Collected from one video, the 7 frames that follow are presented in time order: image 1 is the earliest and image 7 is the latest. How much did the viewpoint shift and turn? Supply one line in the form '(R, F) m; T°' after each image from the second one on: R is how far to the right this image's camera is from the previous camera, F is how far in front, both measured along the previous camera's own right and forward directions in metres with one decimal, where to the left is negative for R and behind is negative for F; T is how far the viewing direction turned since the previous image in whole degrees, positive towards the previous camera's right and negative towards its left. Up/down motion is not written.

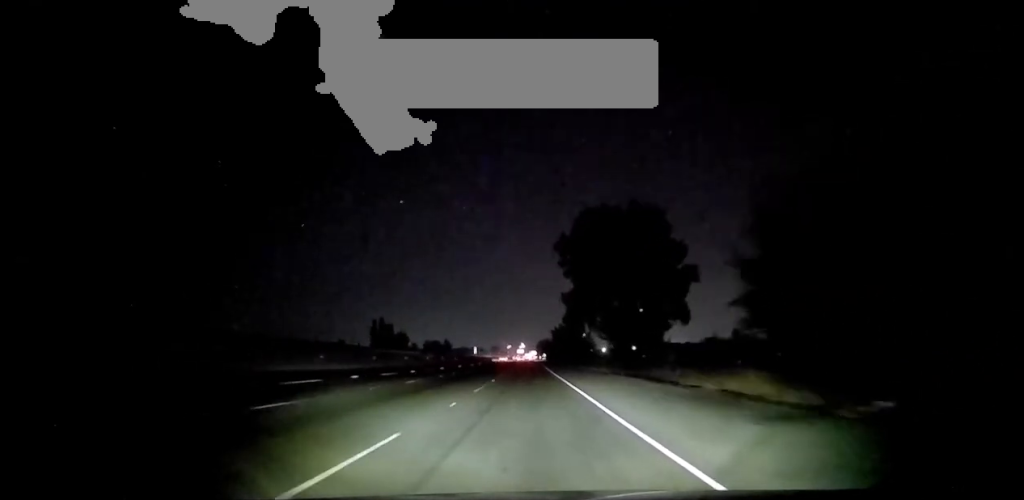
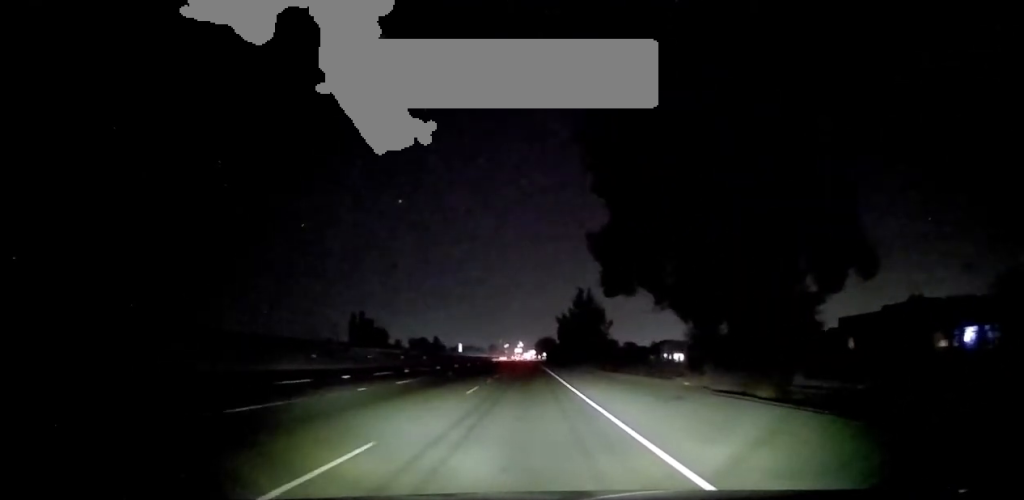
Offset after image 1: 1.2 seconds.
(-0.3, +29.1) m; -1°
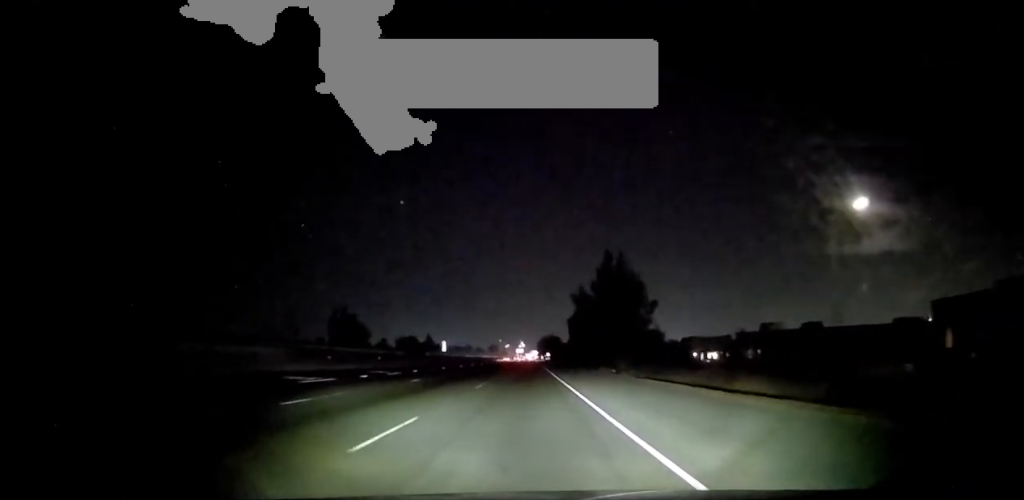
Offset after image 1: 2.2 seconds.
(+0.1, +24.3) m; +1°
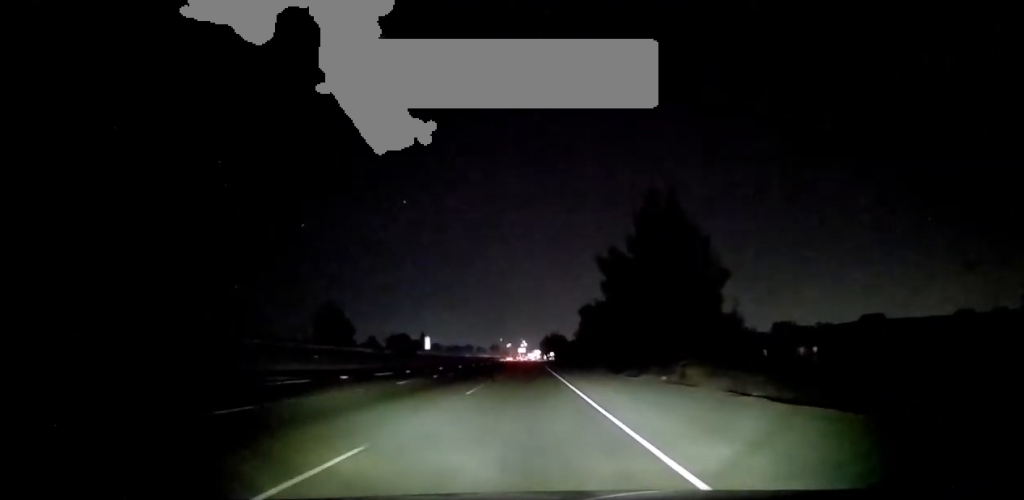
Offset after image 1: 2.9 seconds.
(+0.1, +16.5) m; 0°
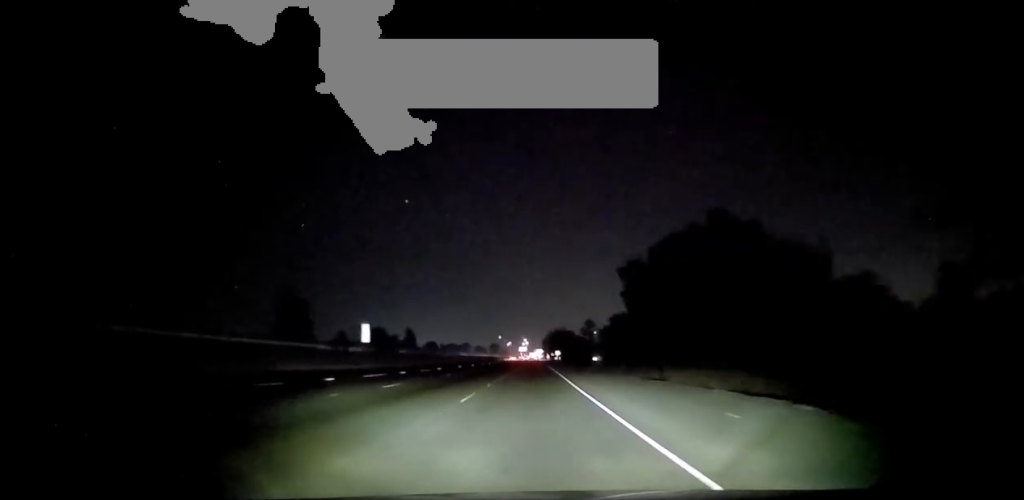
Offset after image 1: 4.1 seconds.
(-0.1, +27.3) m; -1°
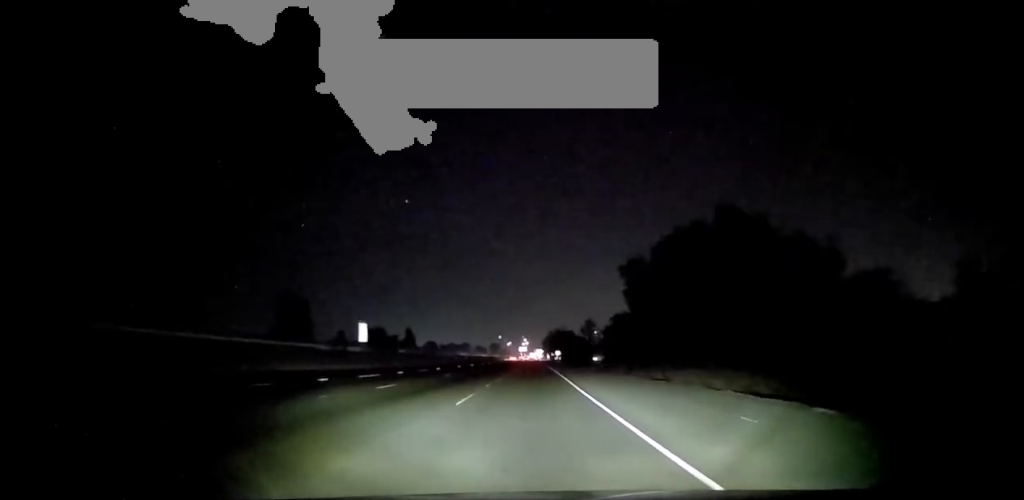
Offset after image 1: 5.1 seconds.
(-0.2, +21.8) m; -1°
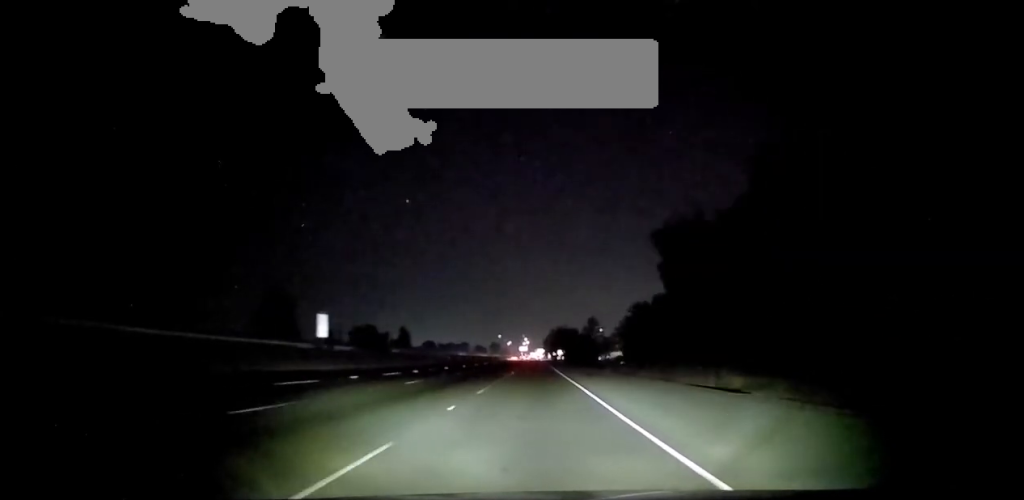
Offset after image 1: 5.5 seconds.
(-0.1, +8.4) m; 0°
